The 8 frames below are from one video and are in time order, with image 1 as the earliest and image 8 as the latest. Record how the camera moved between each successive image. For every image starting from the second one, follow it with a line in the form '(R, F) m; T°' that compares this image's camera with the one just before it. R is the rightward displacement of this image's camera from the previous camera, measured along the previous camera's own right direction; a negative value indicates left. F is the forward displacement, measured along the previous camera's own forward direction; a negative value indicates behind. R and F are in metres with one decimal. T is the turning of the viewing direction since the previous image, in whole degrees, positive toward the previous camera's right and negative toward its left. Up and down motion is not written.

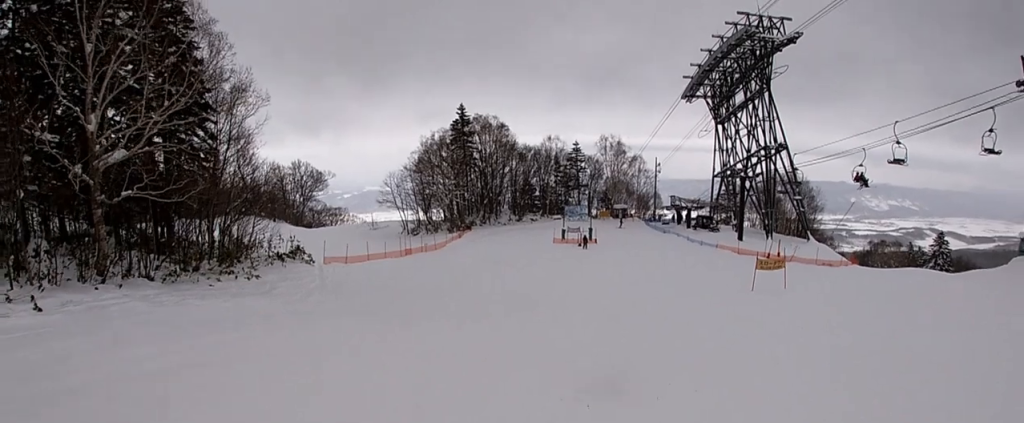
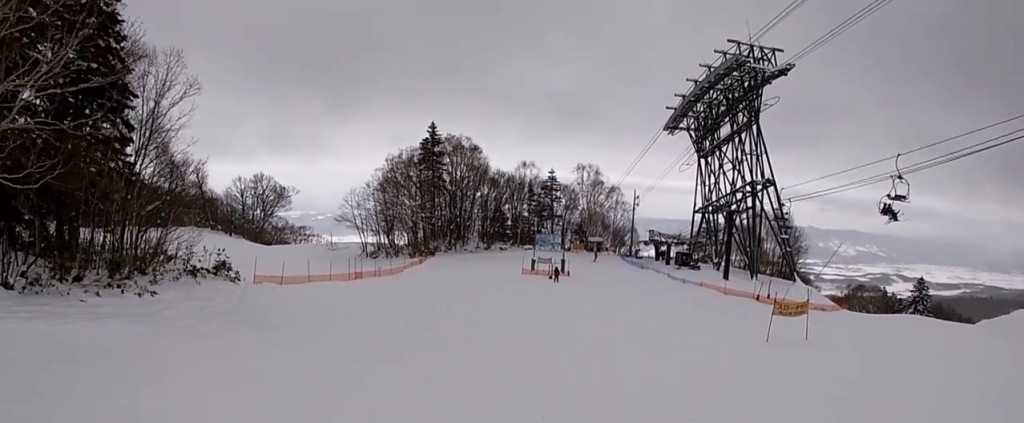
(-0.5, +6.8) m; +2°
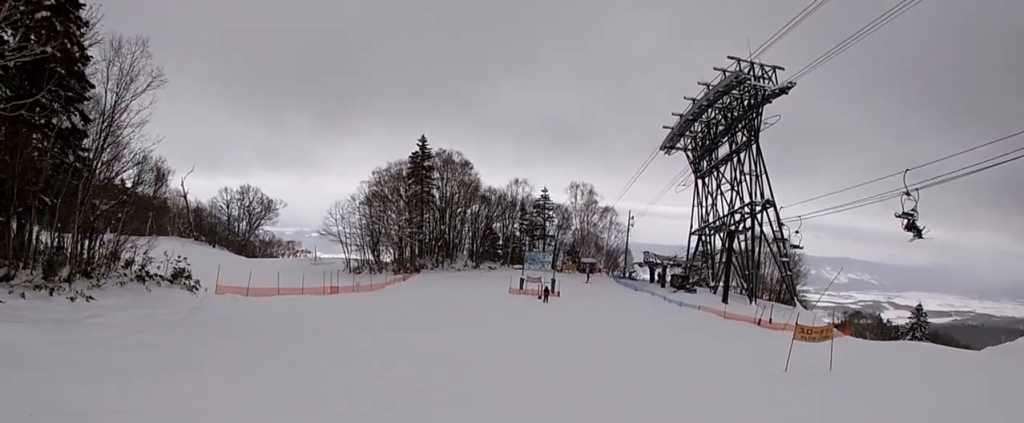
(+0.3, +3.4) m; +4°
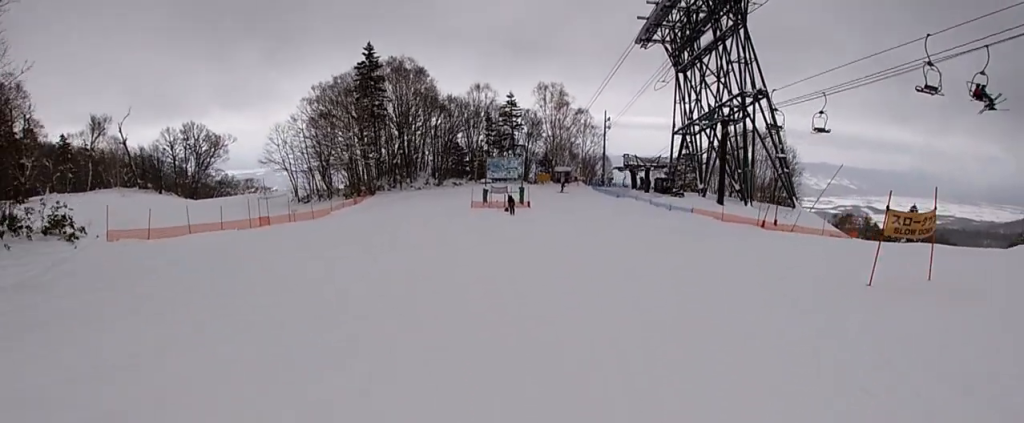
(+0.1, +7.3) m; +1°
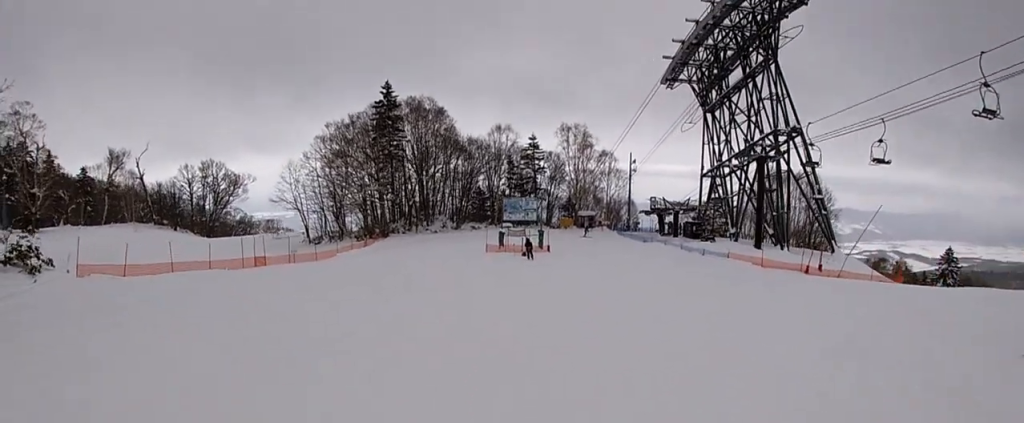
(0.0, +3.9) m; 0°
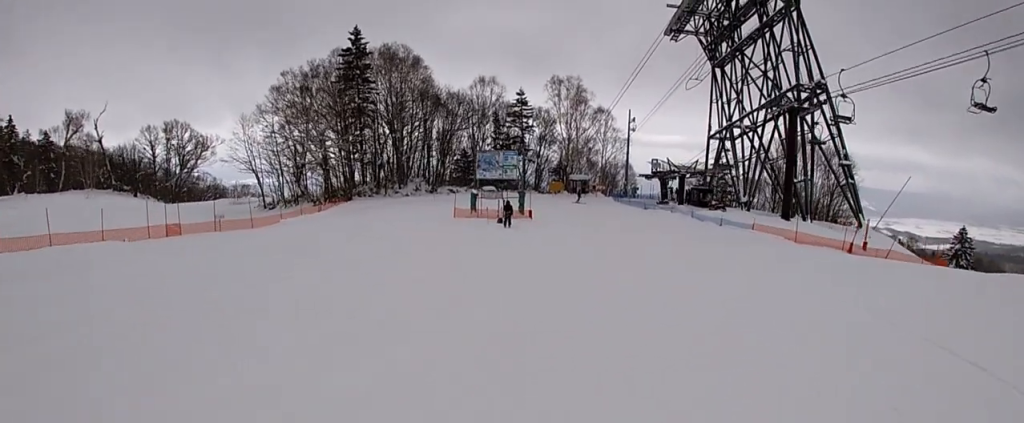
(0.0, +7.6) m; +2°
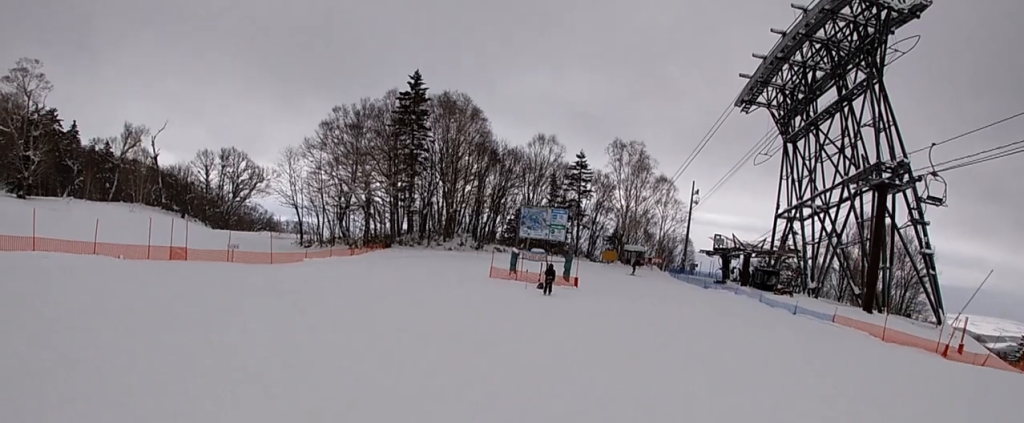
(0.0, +4.3) m; +2°
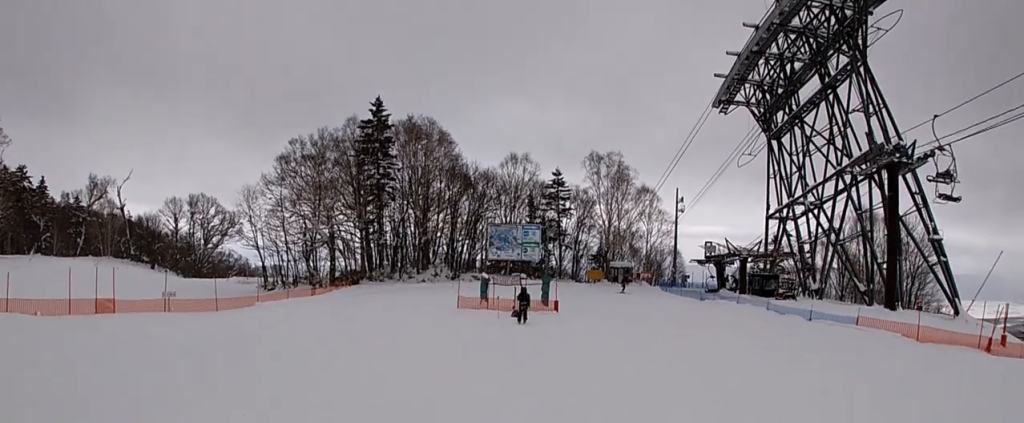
(+0.3, +3.5) m; 0°
